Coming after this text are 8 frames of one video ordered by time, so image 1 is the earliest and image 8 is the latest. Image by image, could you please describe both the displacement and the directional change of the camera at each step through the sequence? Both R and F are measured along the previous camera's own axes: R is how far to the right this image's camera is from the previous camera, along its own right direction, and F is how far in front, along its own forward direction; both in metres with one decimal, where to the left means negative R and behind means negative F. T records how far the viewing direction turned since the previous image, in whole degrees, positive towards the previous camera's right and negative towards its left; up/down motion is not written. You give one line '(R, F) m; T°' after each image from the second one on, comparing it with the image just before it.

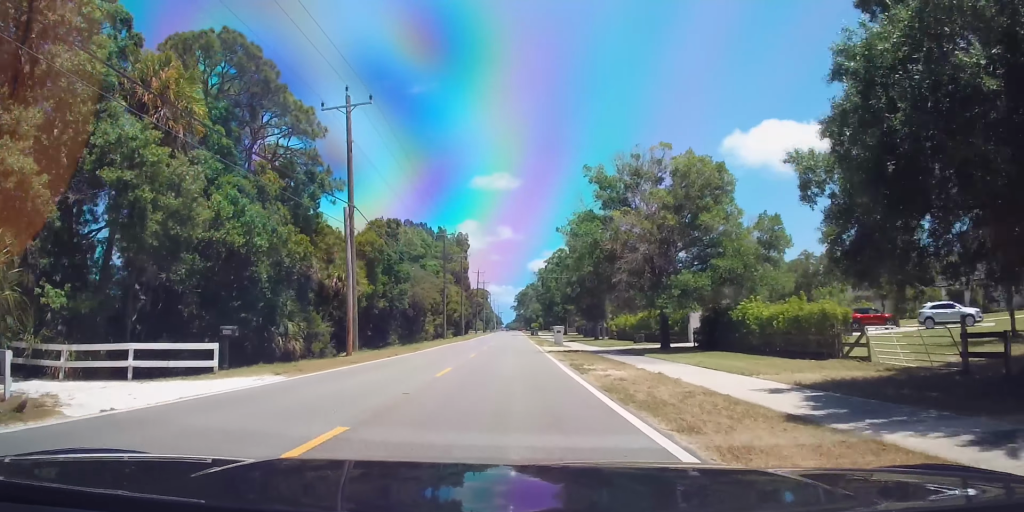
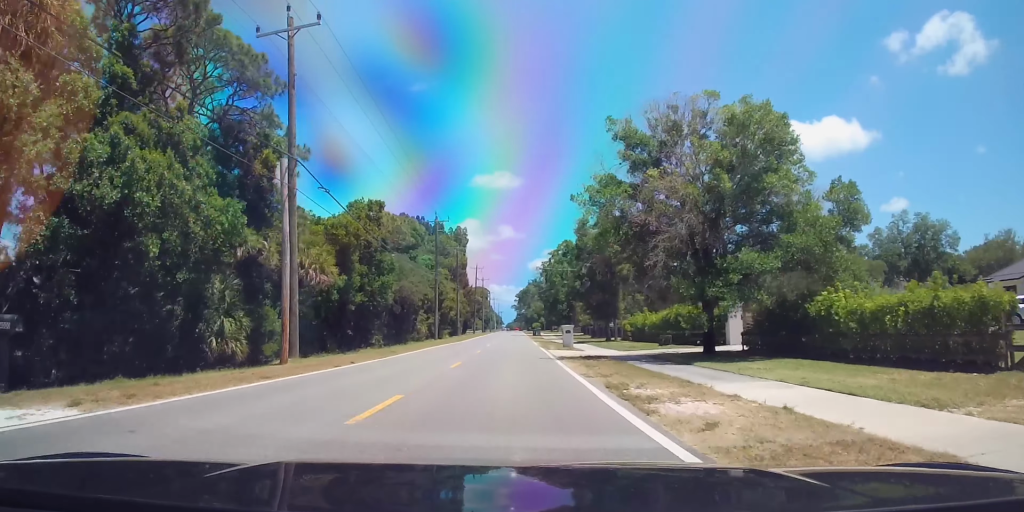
(-0.1, +8.6) m; 0°
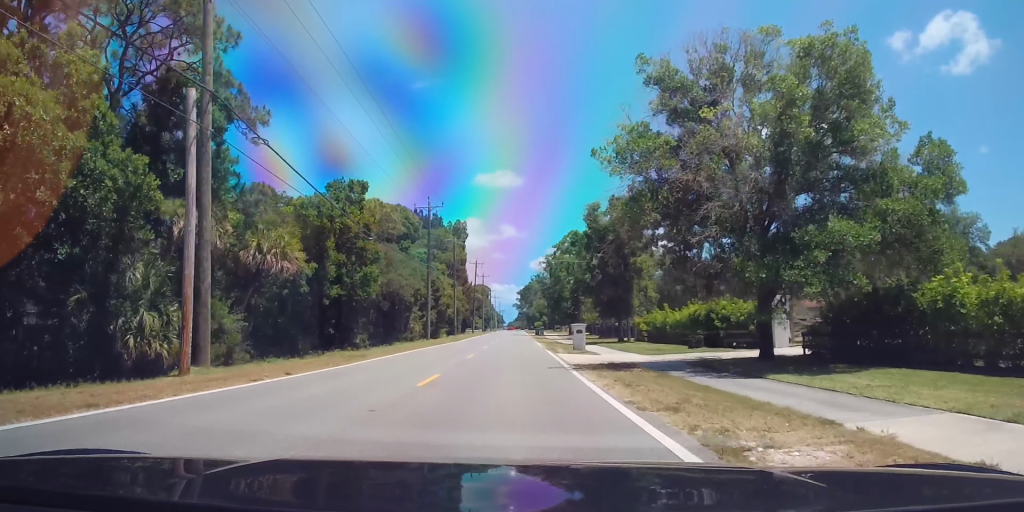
(-0.2, +6.9) m; 0°
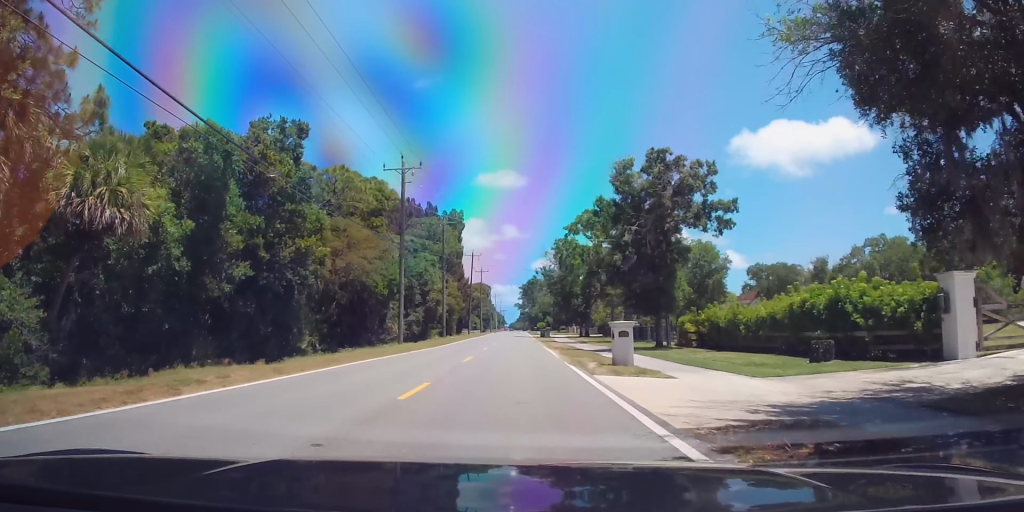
(+0.2, +15.4) m; +1°
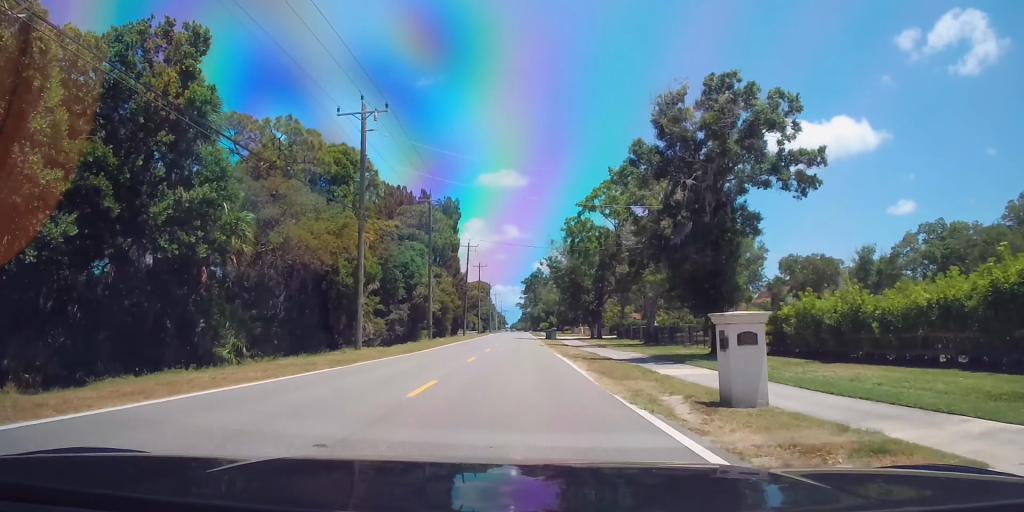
(+0.1, +12.0) m; +1°
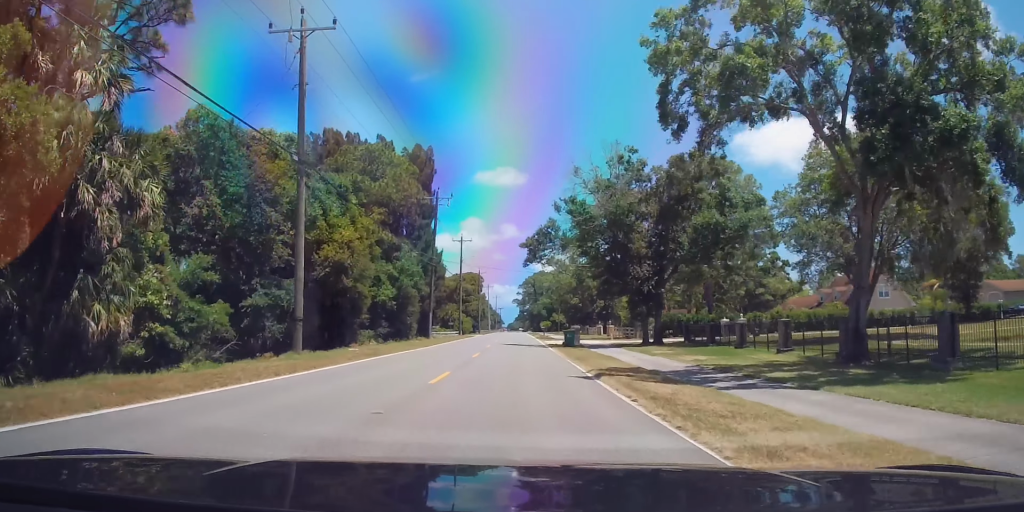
(0.0, +33.8) m; 0°
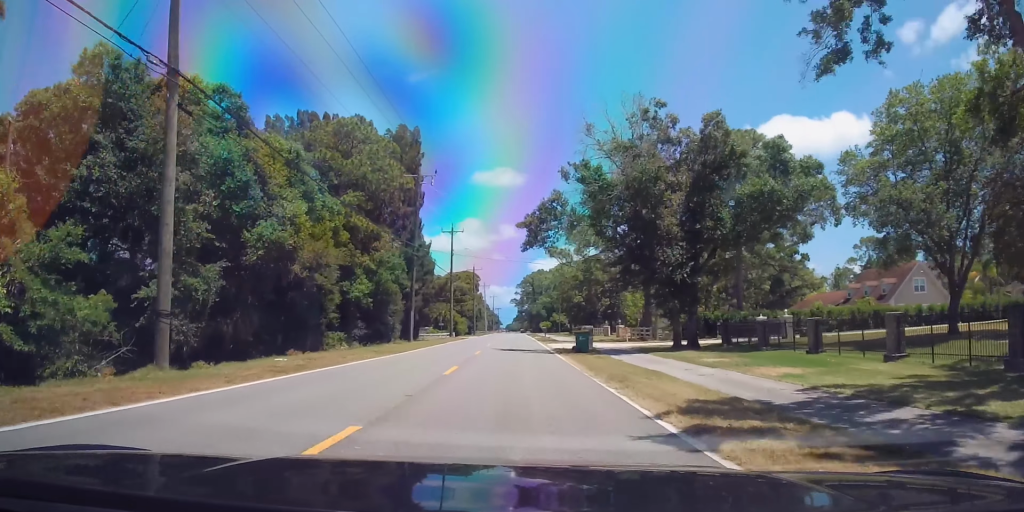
(0.0, +9.2) m; 0°
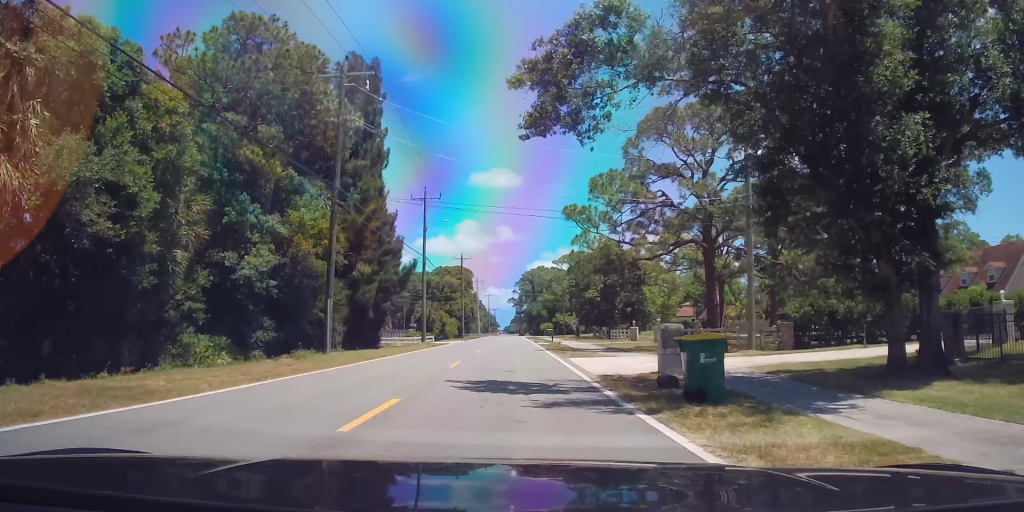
(-0.1, +21.1) m; -2°
